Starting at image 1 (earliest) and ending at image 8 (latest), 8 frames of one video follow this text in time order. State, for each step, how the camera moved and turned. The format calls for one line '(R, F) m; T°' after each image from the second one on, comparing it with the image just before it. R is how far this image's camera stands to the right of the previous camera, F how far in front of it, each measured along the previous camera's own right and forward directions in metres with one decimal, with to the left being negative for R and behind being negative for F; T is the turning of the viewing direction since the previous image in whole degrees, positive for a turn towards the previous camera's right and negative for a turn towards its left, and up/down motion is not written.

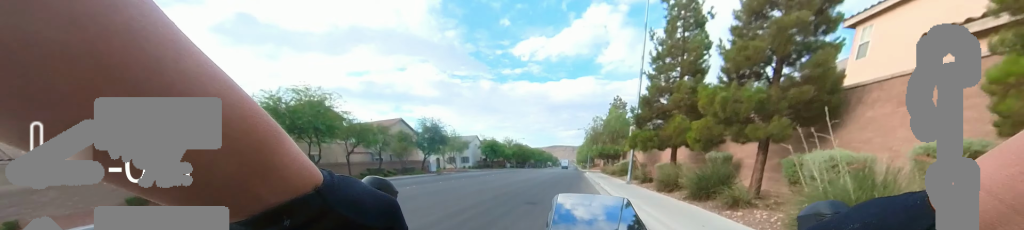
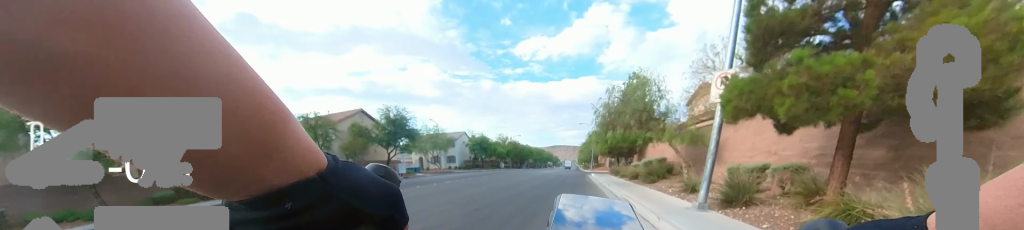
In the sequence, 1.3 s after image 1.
(0.0, +9.2) m; 0°
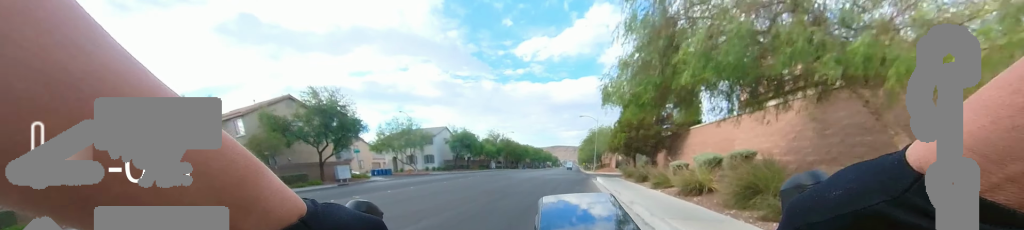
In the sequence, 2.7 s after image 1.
(0.0, +10.2) m; 0°
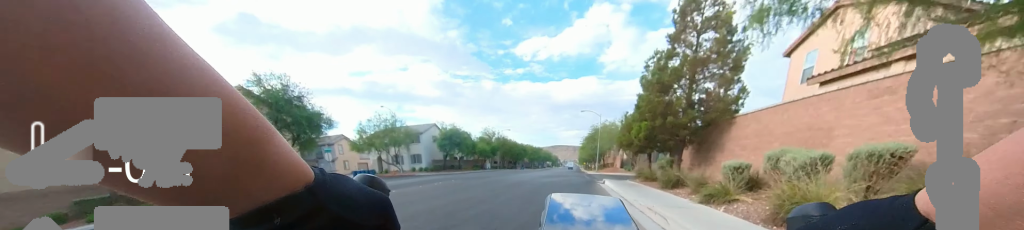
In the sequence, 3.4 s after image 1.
(0.0, +4.6) m; 0°
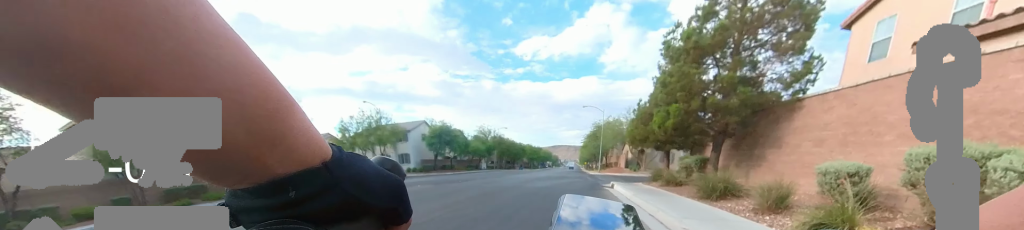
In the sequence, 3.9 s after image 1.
(0.0, +3.6) m; 0°
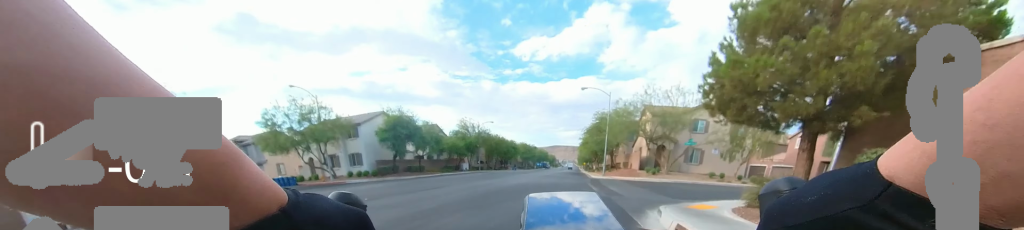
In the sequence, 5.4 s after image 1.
(0.0, +10.1) m; 0°
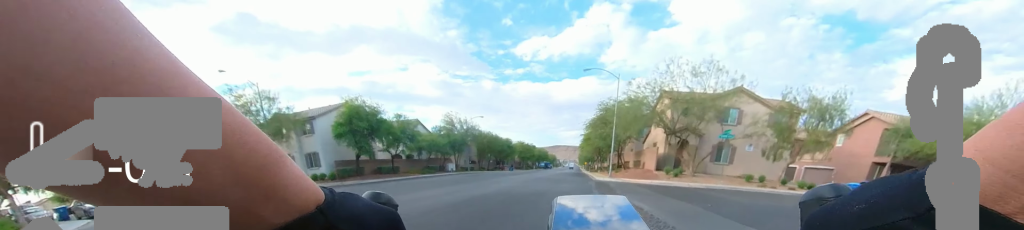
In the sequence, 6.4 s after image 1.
(0.0, +6.3) m; 0°
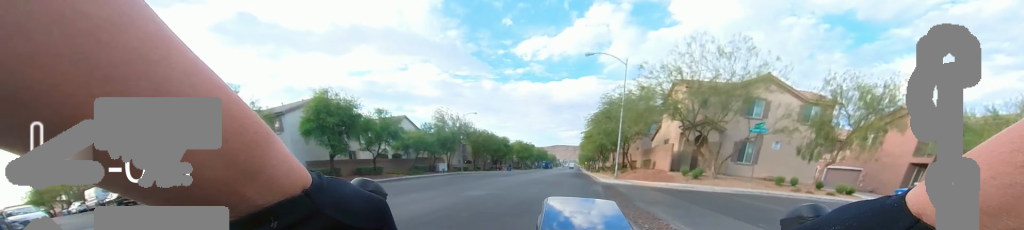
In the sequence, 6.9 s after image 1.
(0.0, +3.3) m; 0°
